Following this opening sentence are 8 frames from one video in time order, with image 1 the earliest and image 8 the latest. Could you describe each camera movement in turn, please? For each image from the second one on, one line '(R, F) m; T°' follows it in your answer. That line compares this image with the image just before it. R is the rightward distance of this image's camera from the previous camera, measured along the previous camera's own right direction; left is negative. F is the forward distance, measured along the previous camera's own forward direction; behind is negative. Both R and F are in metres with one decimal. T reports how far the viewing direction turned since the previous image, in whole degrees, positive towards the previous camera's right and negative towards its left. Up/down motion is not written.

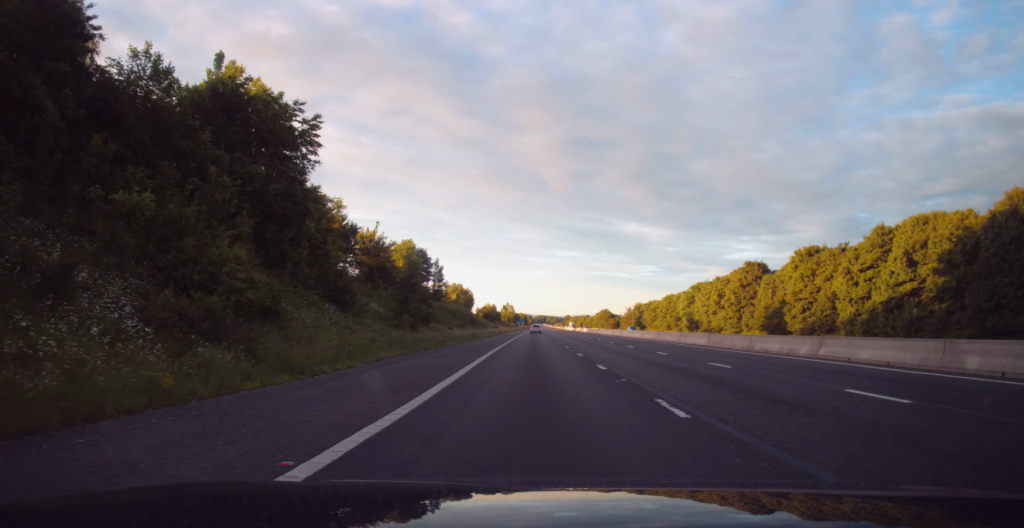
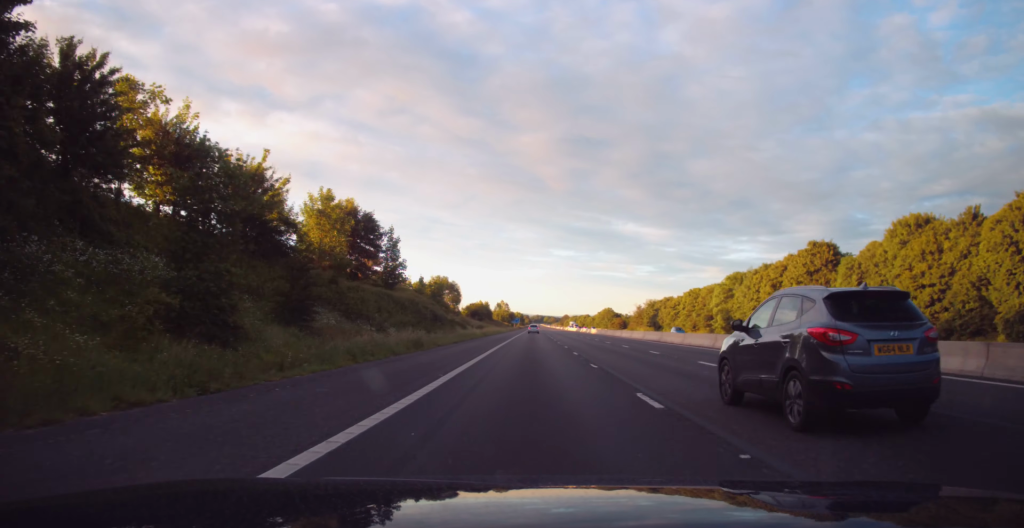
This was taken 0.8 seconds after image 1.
(+0.2, +25.9) m; 0°
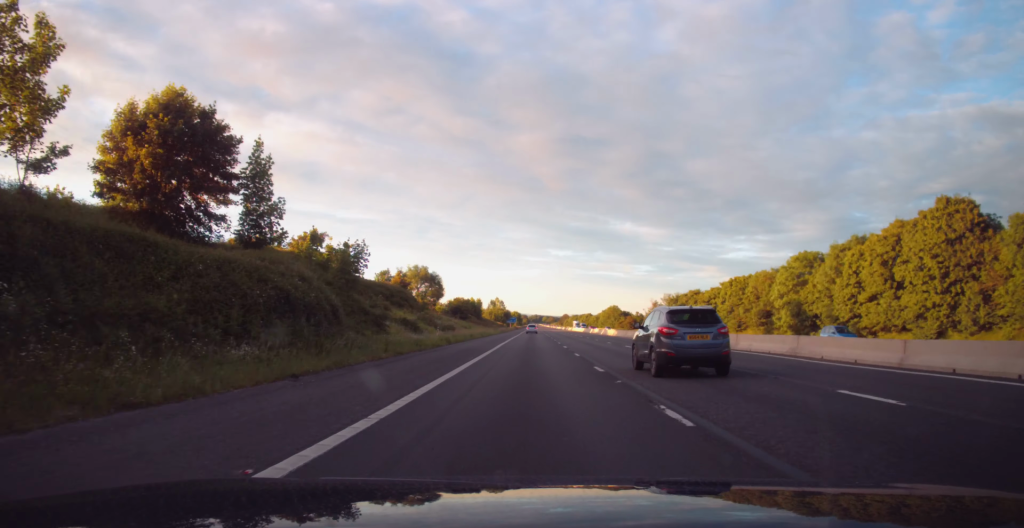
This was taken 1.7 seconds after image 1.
(-0.1, +28.1) m; 0°
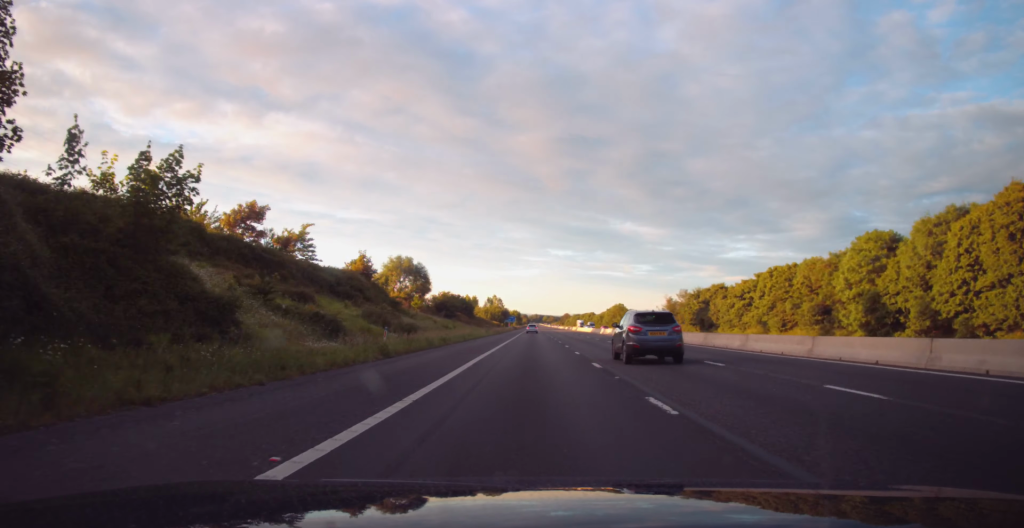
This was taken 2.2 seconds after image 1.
(0.0, +17.3) m; 0°
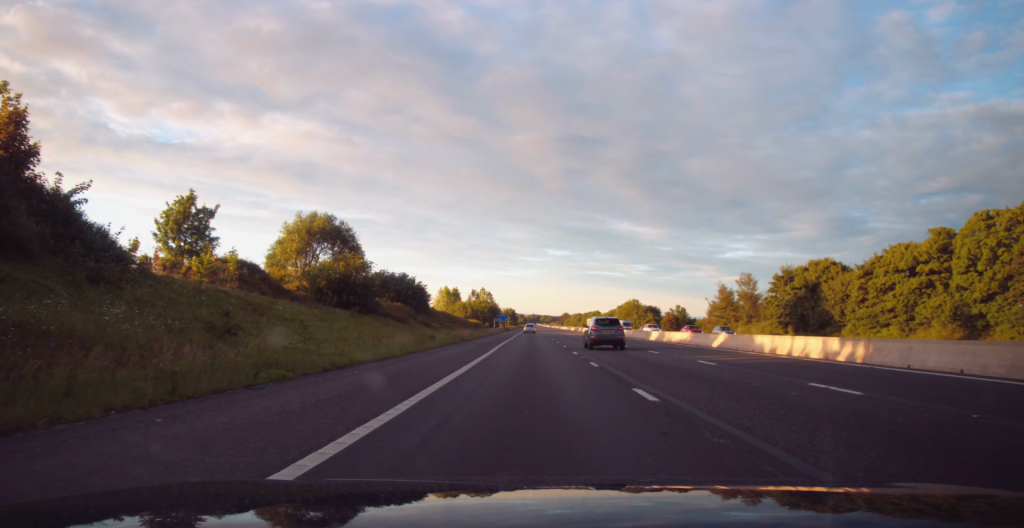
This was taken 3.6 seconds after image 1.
(+0.1, +44.5) m; 0°
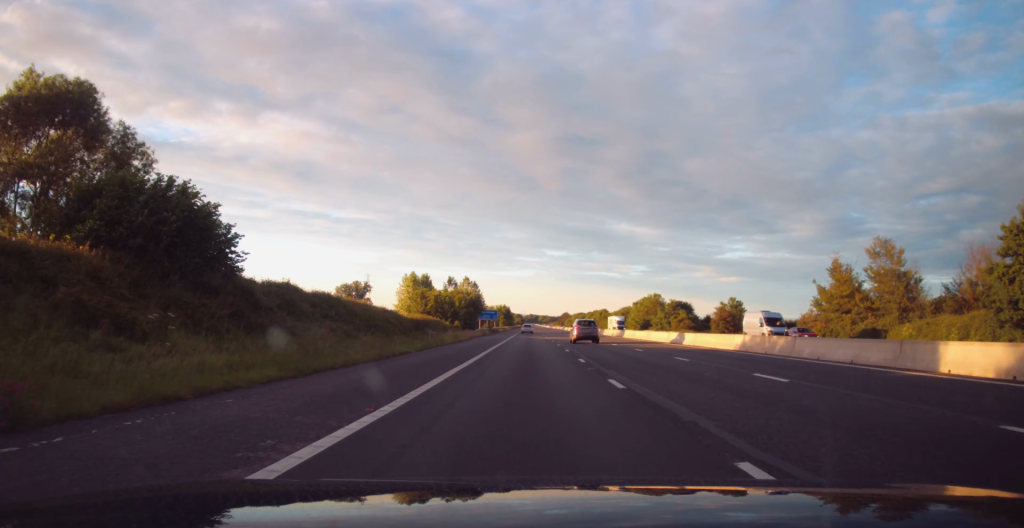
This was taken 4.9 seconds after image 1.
(+0.1, +42.4) m; 0°
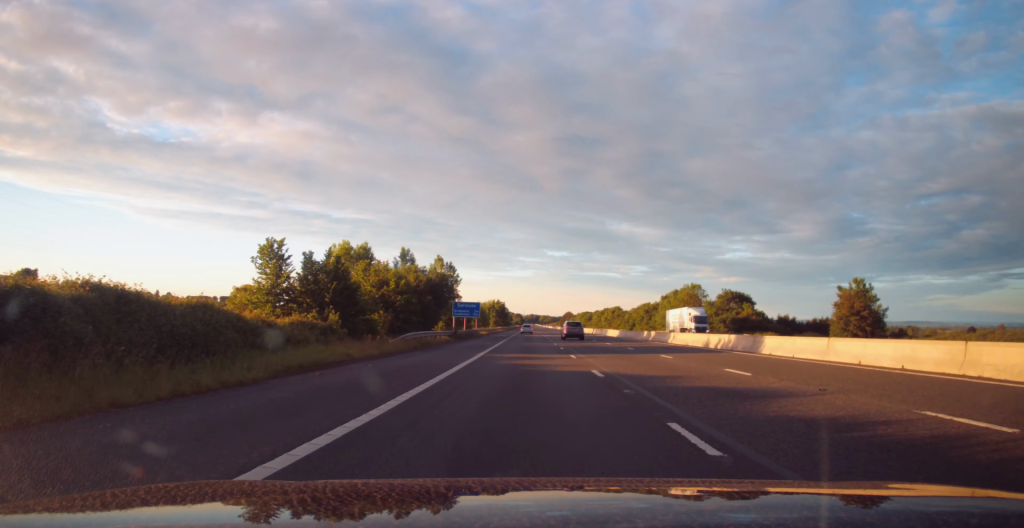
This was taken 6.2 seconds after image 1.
(0.0, +43.4) m; 0°
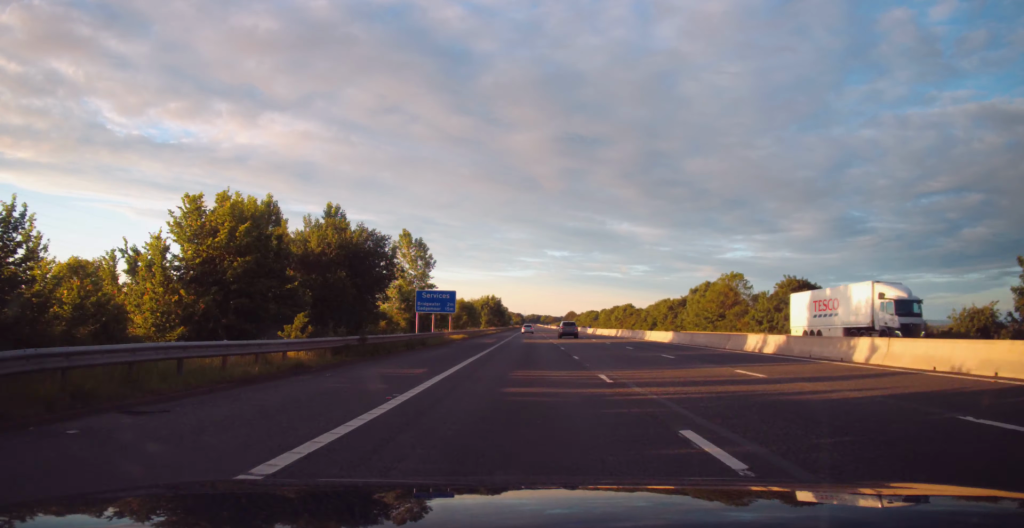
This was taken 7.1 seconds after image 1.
(+0.1, +28.3) m; 0°
